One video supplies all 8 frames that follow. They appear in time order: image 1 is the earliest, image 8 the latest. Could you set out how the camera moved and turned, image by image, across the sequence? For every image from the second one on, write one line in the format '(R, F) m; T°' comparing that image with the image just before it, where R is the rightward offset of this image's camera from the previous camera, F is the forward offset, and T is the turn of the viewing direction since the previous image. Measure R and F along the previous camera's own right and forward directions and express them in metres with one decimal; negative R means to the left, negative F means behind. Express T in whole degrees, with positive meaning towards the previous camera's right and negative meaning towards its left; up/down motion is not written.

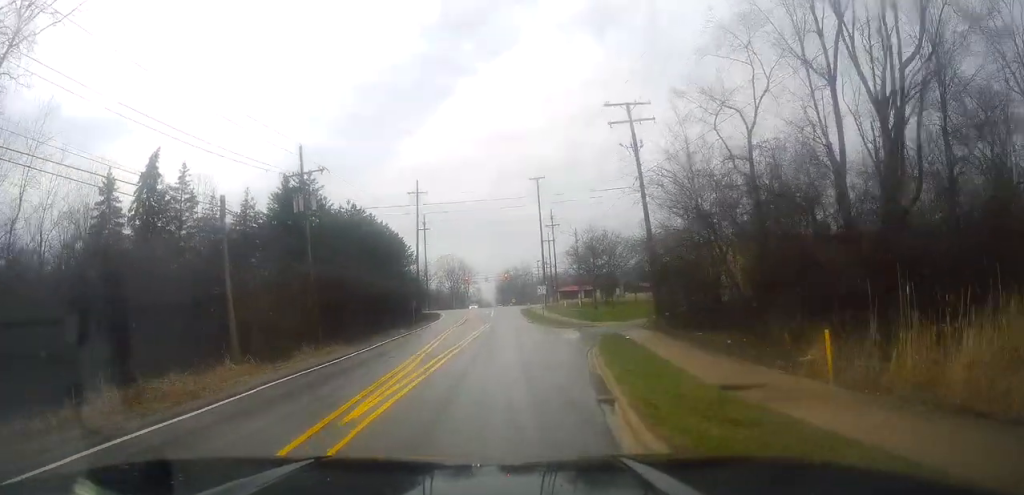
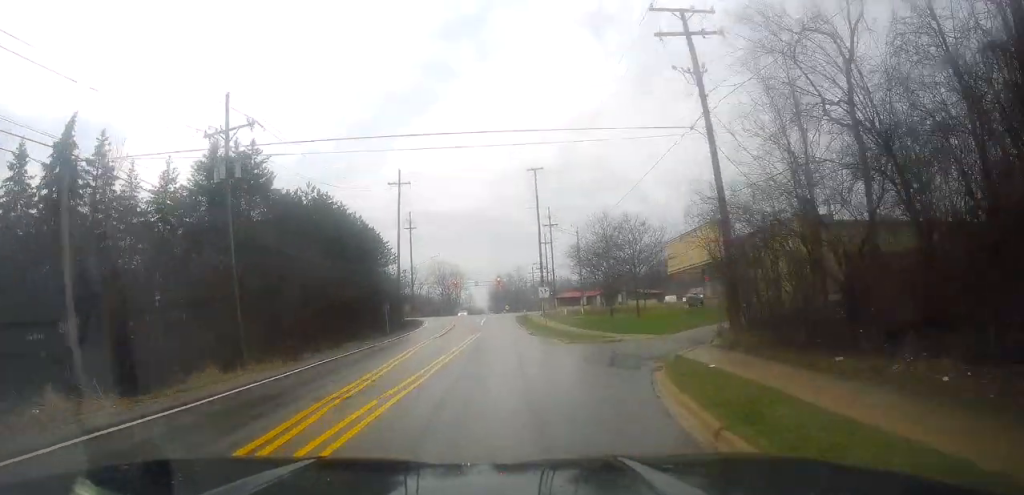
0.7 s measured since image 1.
(-0.4, +11.1) m; 0°
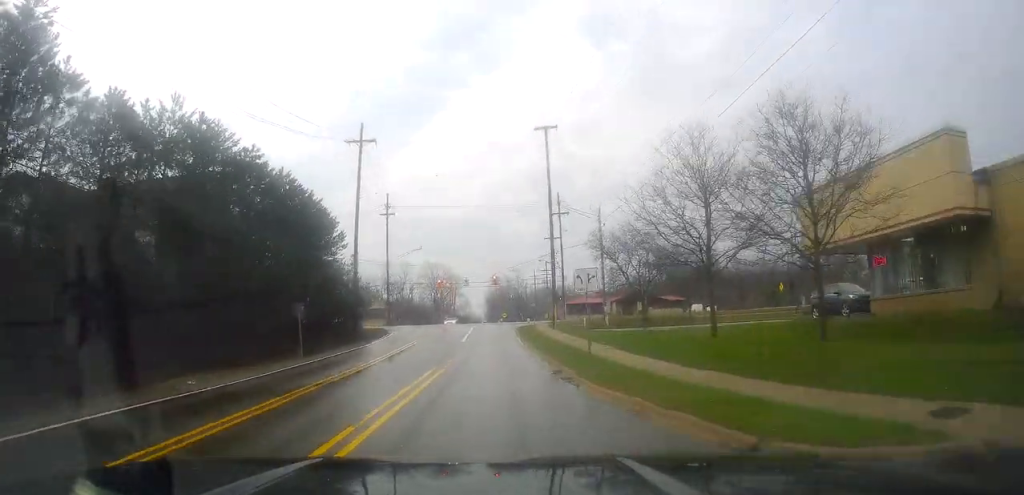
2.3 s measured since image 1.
(+0.7, +22.3) m; +1°
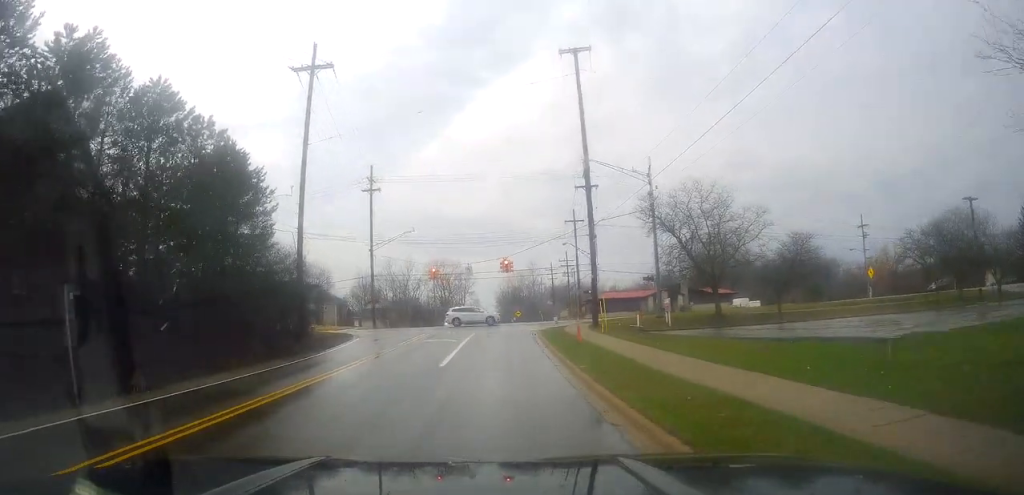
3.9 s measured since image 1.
(-0.6, +19.3) m; -4°
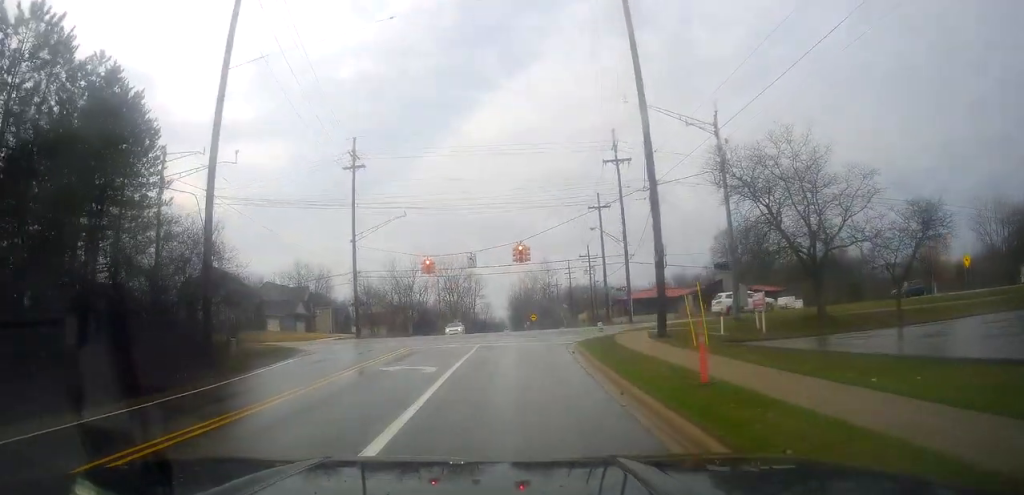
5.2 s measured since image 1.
(-0.1, +14.6) m; 0°
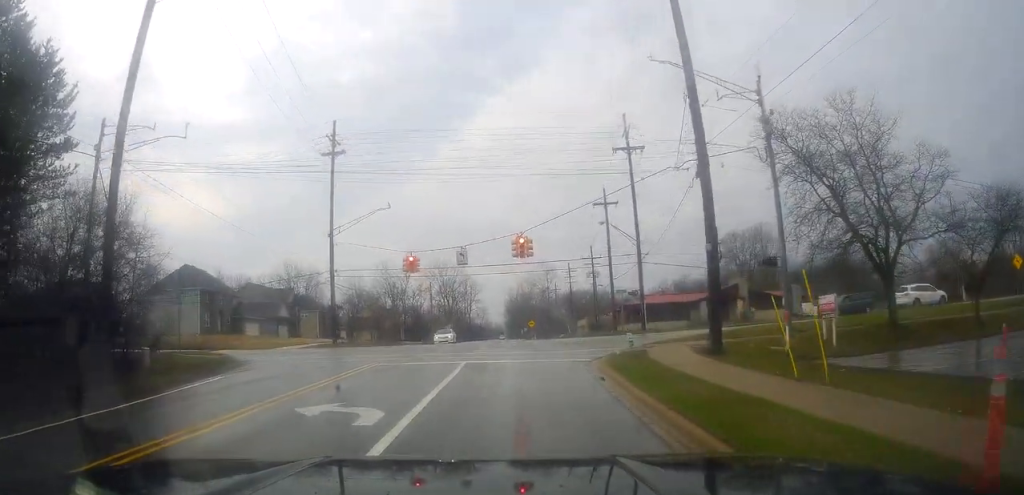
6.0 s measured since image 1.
(0.0, +7.7) m; +2°
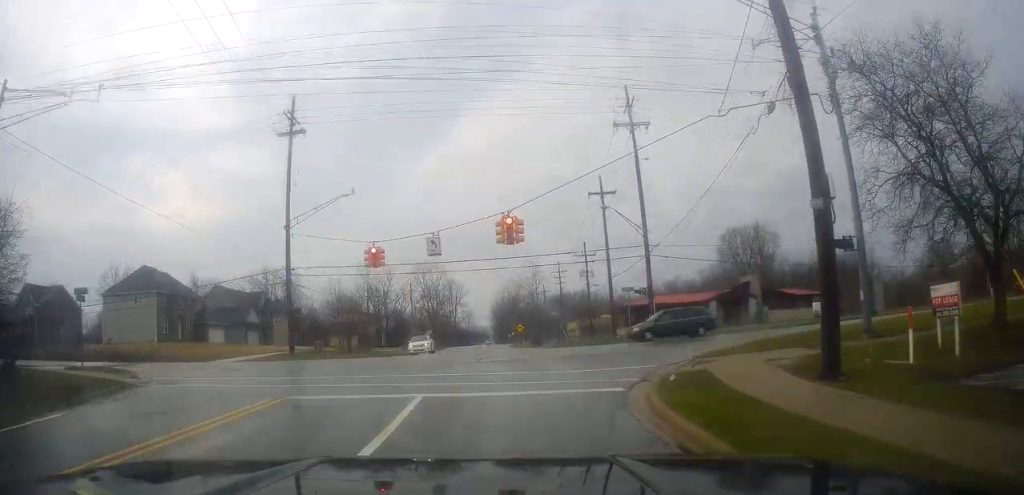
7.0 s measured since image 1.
(+0.4, +8.1) m; +3°
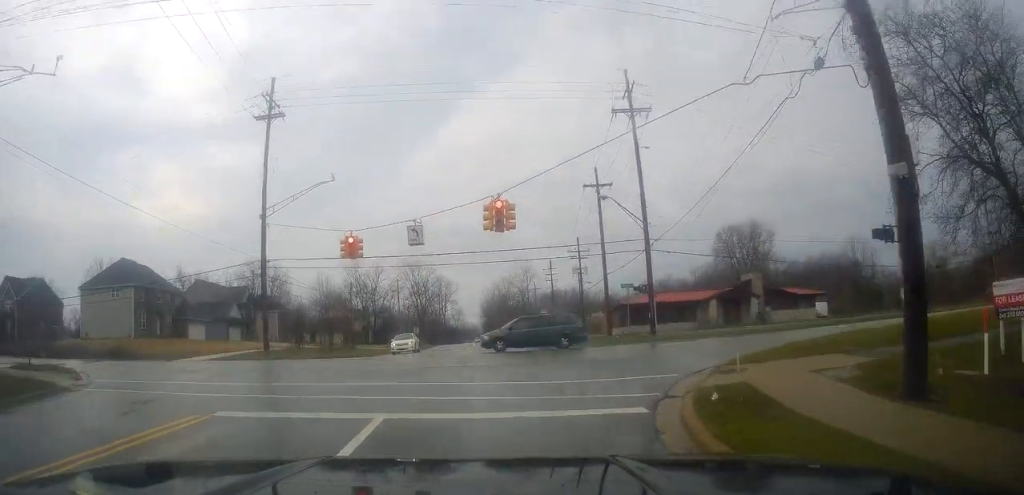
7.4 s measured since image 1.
(0.0, +3.0) m; 0°
